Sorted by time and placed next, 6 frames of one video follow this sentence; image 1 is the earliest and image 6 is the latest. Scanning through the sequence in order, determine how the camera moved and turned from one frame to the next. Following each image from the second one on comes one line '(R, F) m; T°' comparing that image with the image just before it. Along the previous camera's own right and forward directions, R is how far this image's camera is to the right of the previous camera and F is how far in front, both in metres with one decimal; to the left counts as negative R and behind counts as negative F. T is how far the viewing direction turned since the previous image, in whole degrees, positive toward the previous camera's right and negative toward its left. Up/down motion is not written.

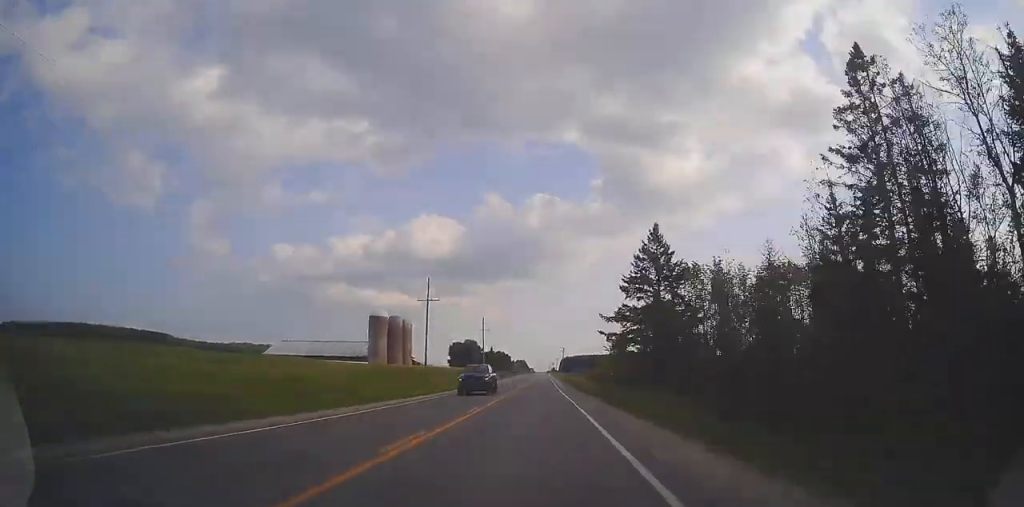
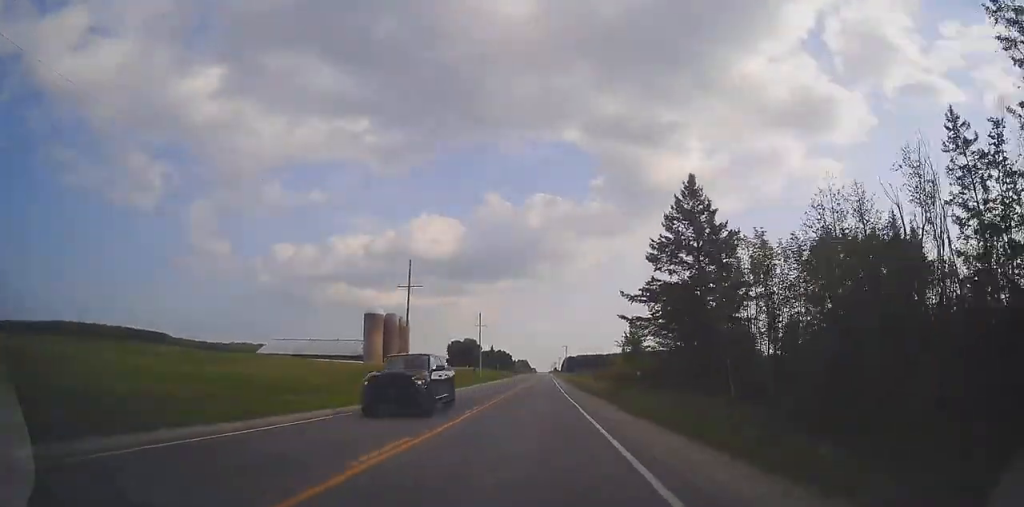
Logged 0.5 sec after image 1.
(0.0, +11.5) m; 0°
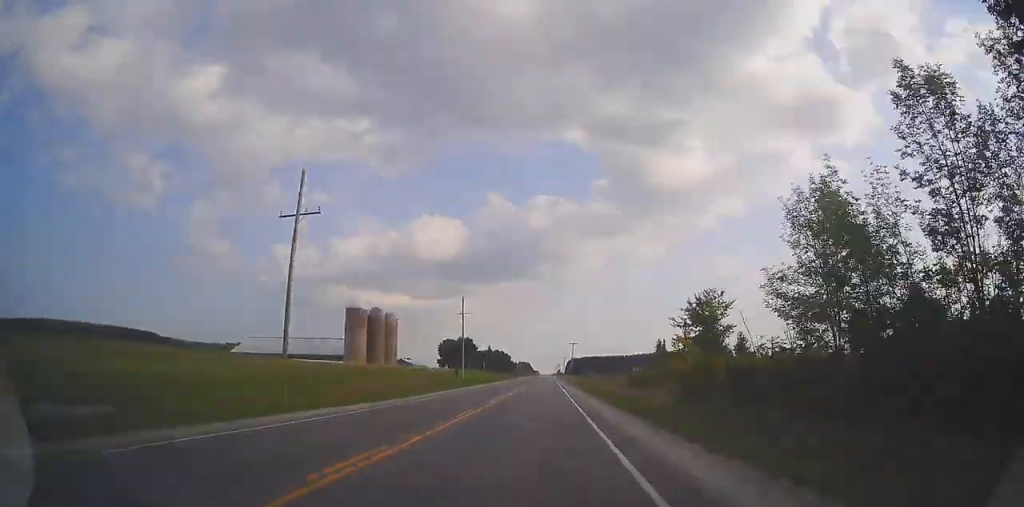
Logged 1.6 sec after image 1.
(-0.1, +28.6) m; -1°
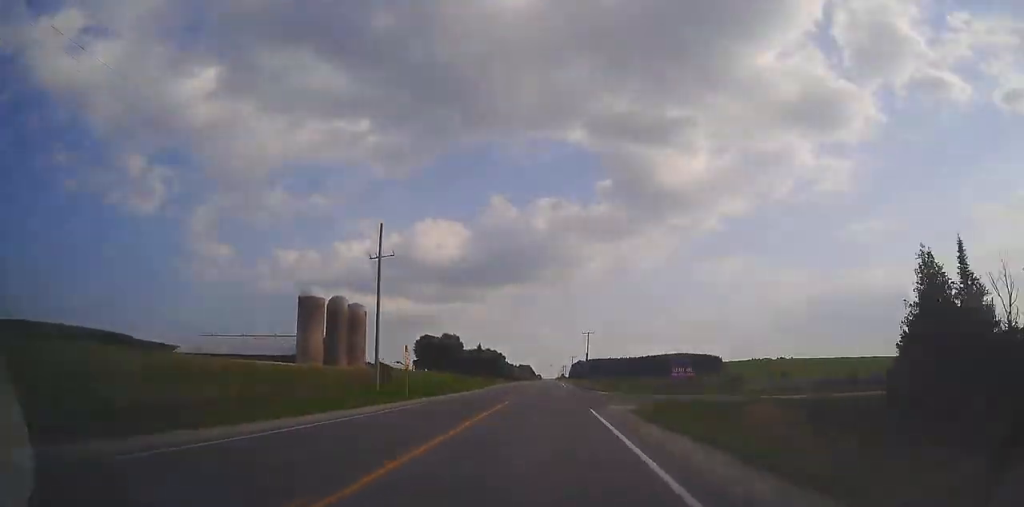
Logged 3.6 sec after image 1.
(0.0, +48.2) m; +1°
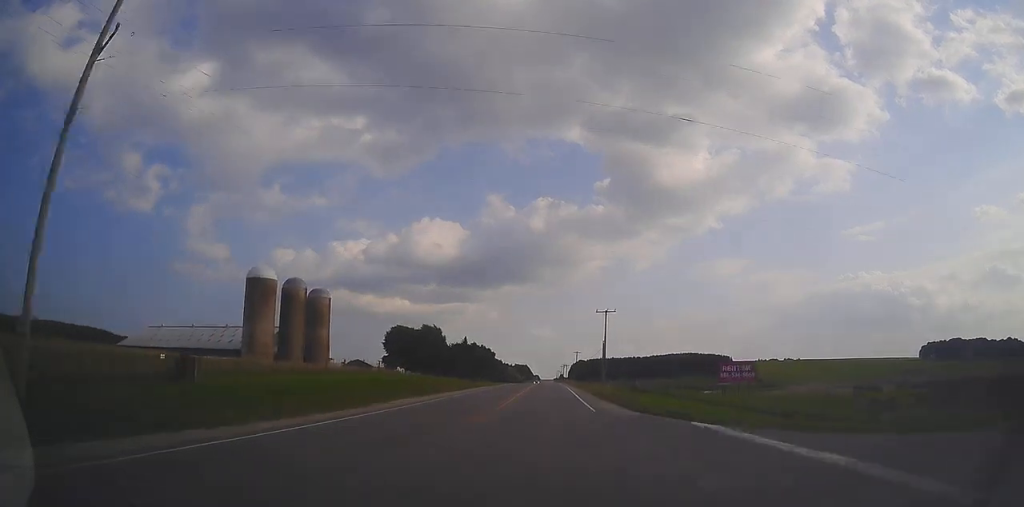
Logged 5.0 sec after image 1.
(-0.3, +35.2) m; -1°
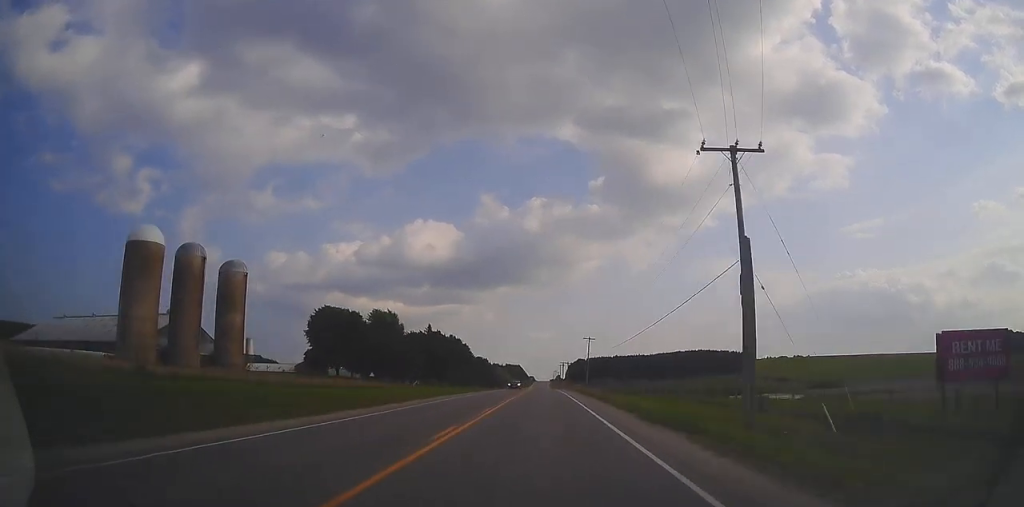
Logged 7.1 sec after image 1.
(+0.2, +51.1) m; 0°
